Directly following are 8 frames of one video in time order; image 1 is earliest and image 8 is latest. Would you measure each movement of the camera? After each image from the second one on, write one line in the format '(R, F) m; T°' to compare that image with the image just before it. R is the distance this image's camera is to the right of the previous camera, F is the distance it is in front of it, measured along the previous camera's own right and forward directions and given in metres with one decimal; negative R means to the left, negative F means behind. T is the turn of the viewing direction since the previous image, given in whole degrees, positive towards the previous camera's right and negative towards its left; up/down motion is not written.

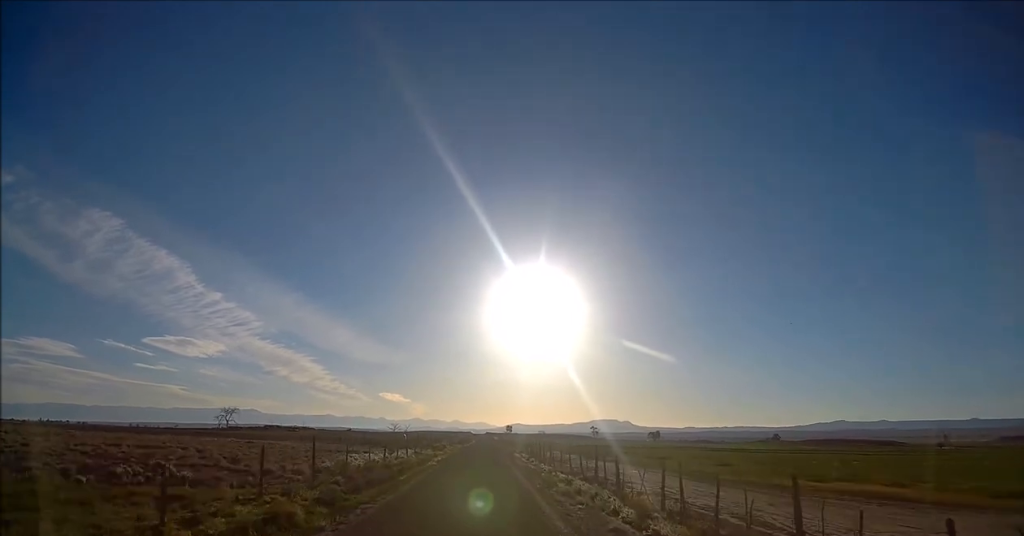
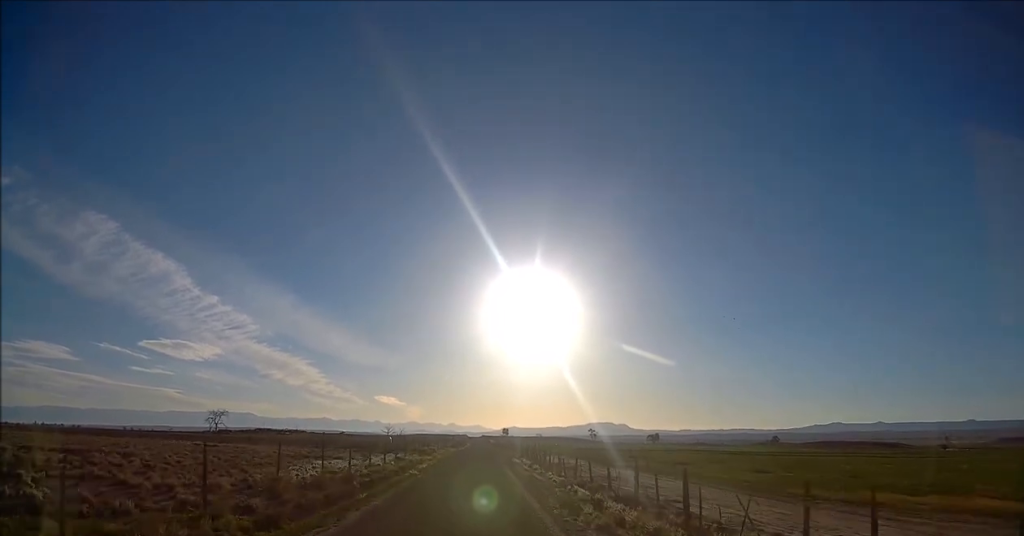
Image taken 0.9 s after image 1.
(+0.1, +9.8) m; 0°
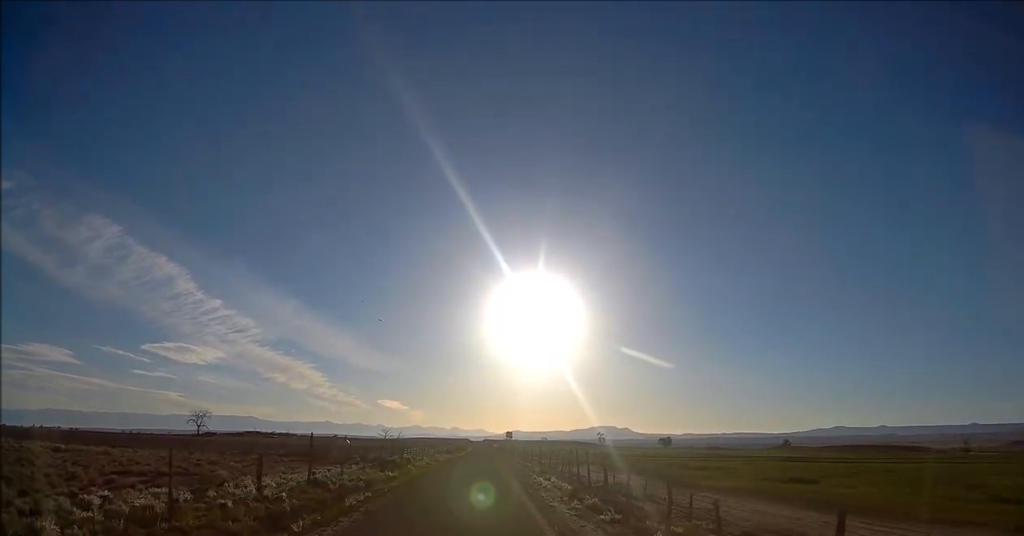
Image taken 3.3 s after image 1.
(0.0, +27.2) m; 0°
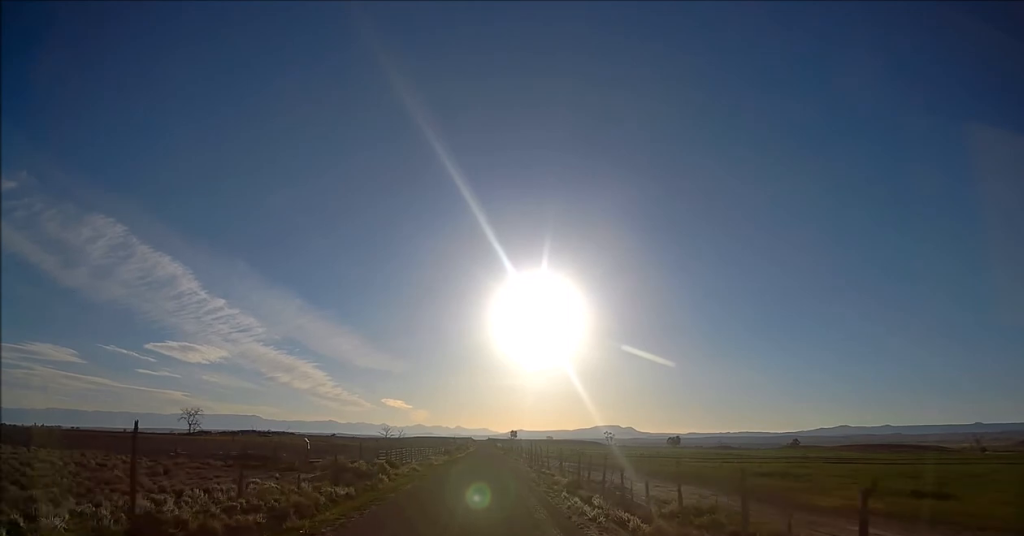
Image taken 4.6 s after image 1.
(-0.2, +13.6) m; 0°
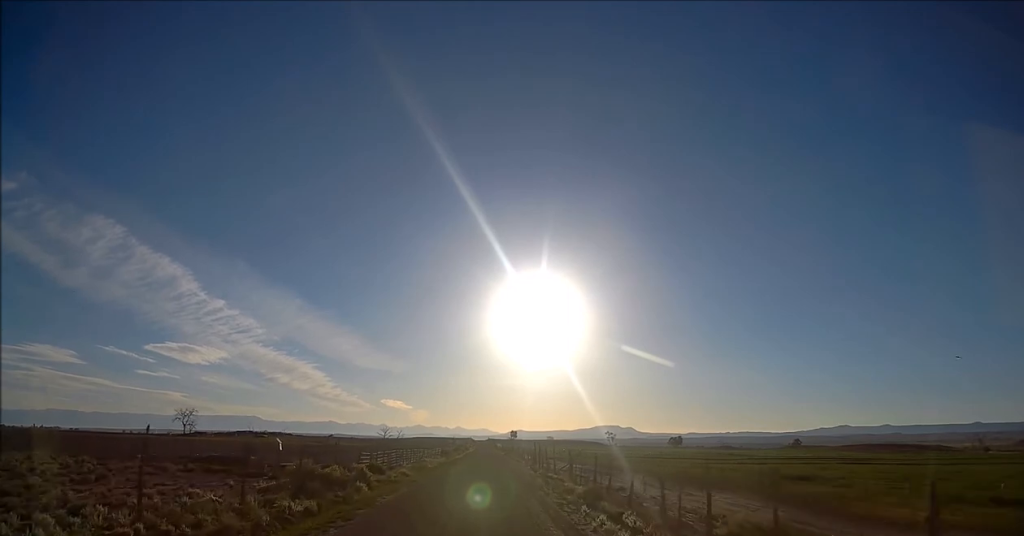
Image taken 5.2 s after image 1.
(+0.1, +5.7) m; 0°
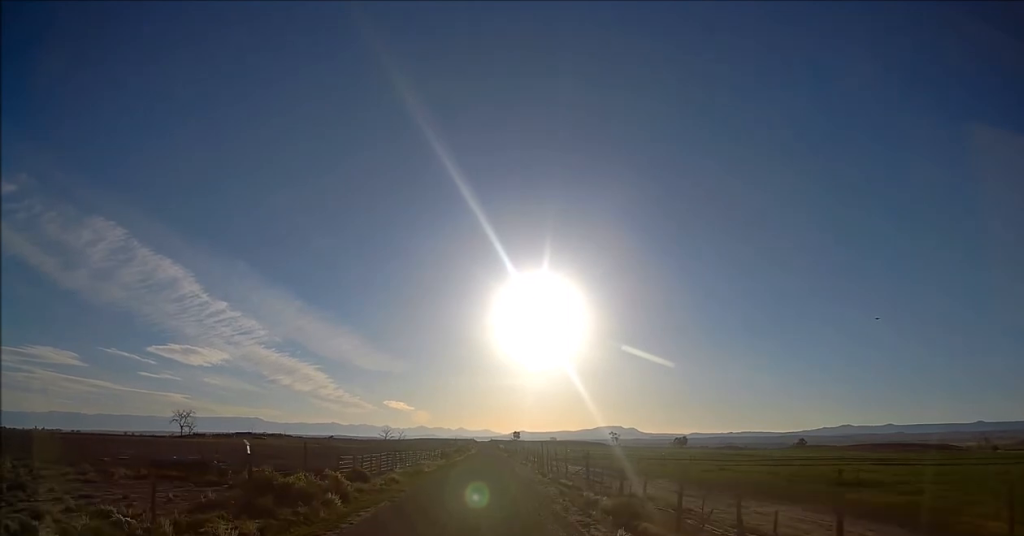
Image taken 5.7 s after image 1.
(+0.1, +5.7) m; 0°
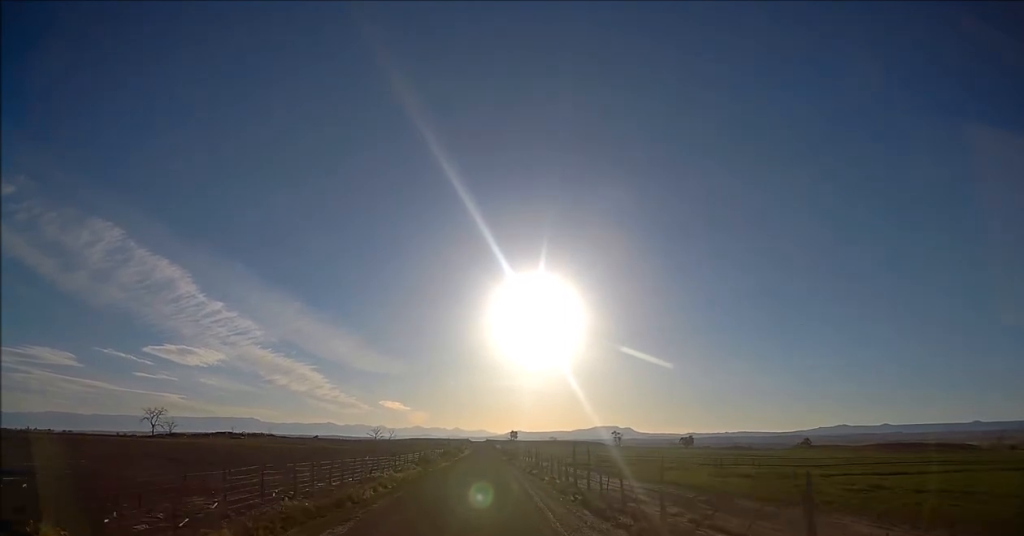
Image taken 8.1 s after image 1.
(-0.3, +25.0) m; 0°
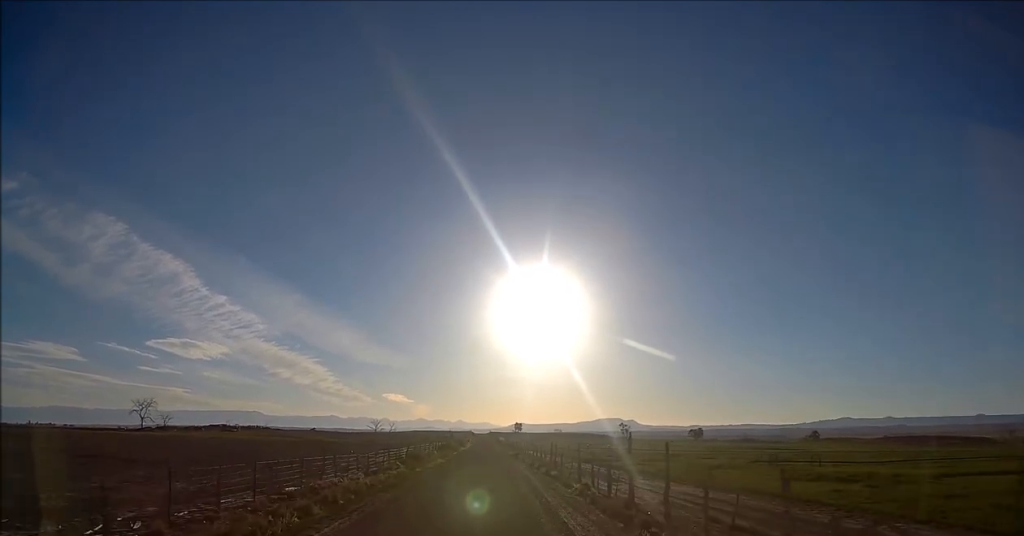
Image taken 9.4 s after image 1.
(+0.2, +12.5) m; 0°
